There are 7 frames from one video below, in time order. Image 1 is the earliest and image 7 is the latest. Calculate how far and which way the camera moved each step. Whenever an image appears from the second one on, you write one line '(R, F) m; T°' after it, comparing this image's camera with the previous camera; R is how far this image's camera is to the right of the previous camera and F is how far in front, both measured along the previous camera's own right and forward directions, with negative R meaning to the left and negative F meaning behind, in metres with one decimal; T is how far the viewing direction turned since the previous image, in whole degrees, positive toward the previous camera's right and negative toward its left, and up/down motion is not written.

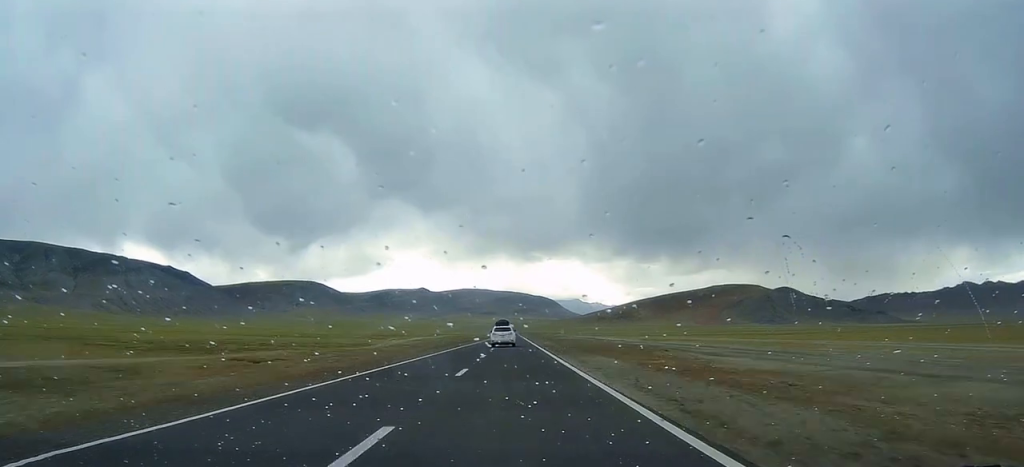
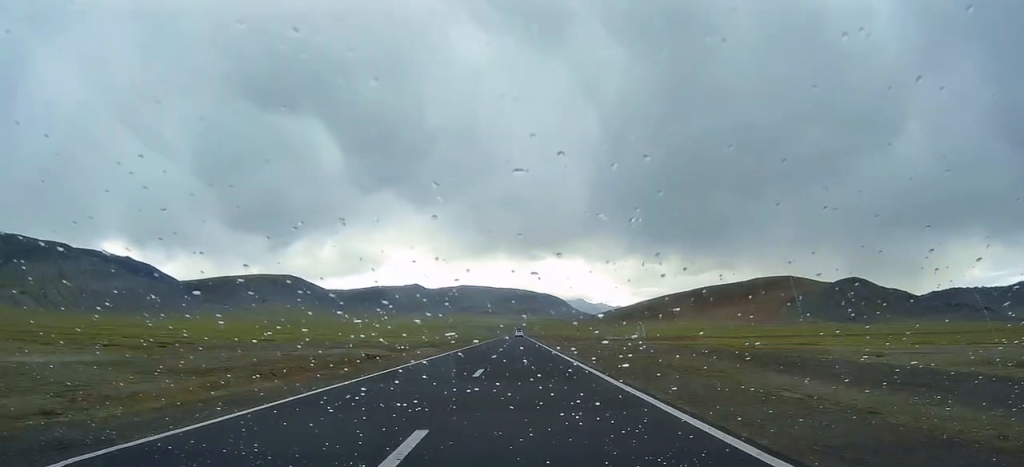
(+0.3, +434.3) m; 0°
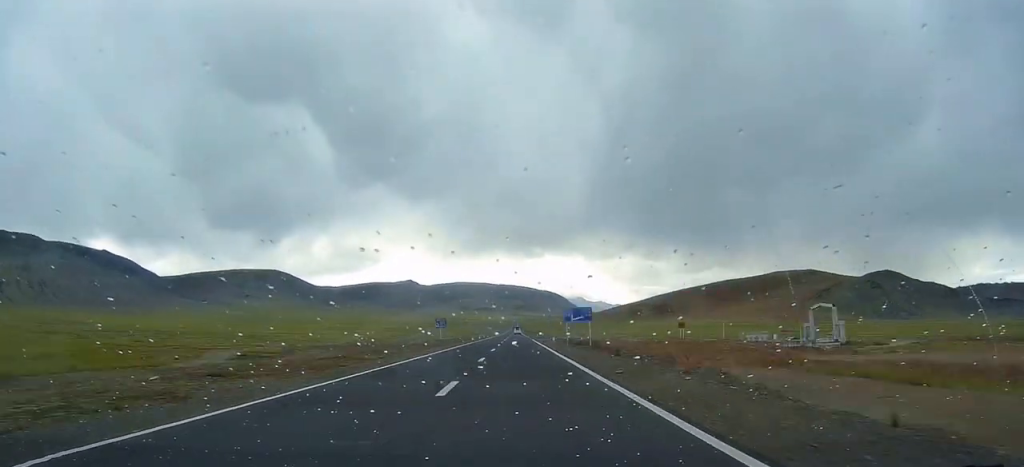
(+0.1, +163.4) m; 0°
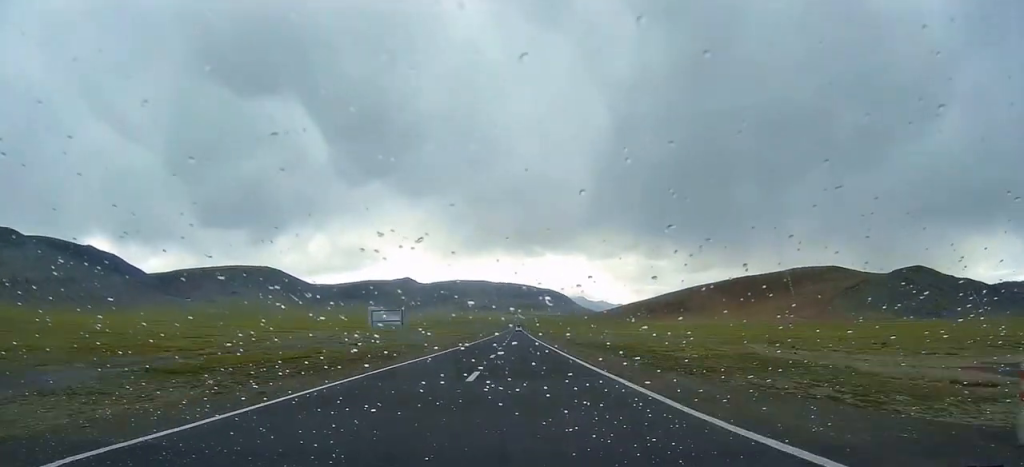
(0.0, +126.4) m; 0°
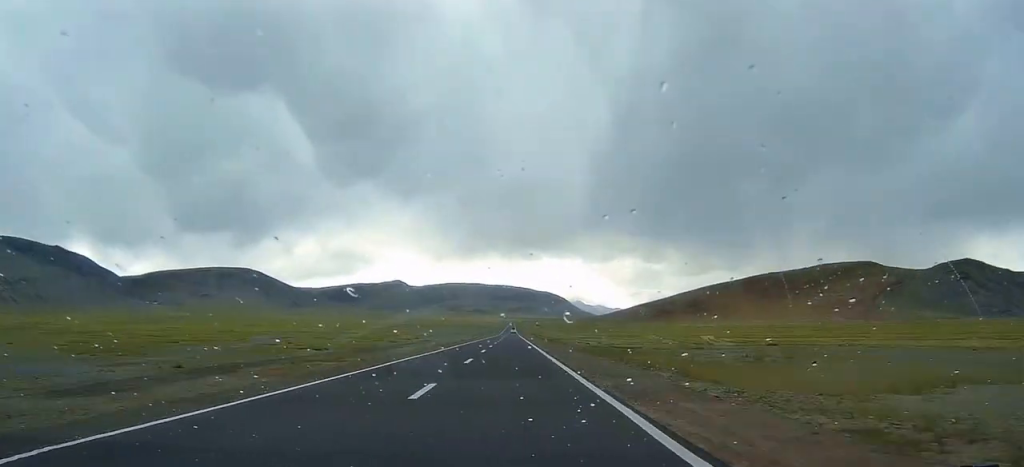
(0.0, +195.6) m; 0°
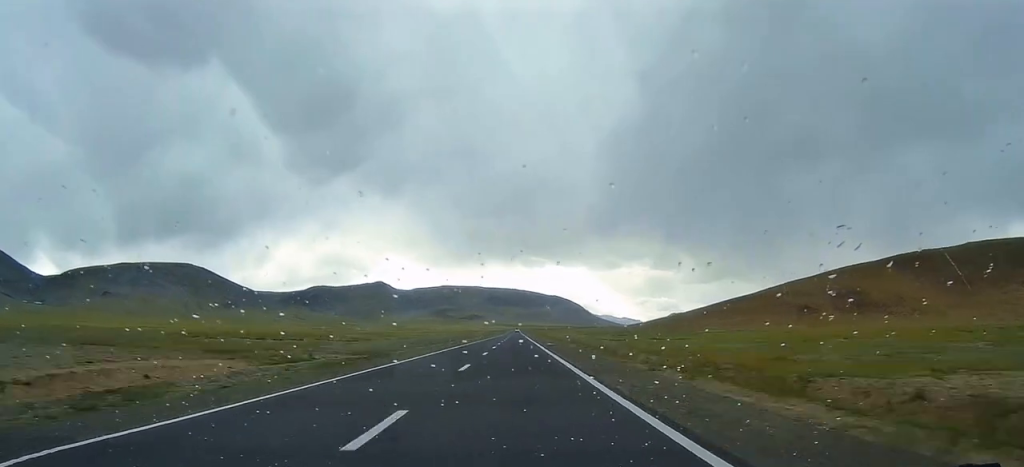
(-0.2, +561.9) m; 0°
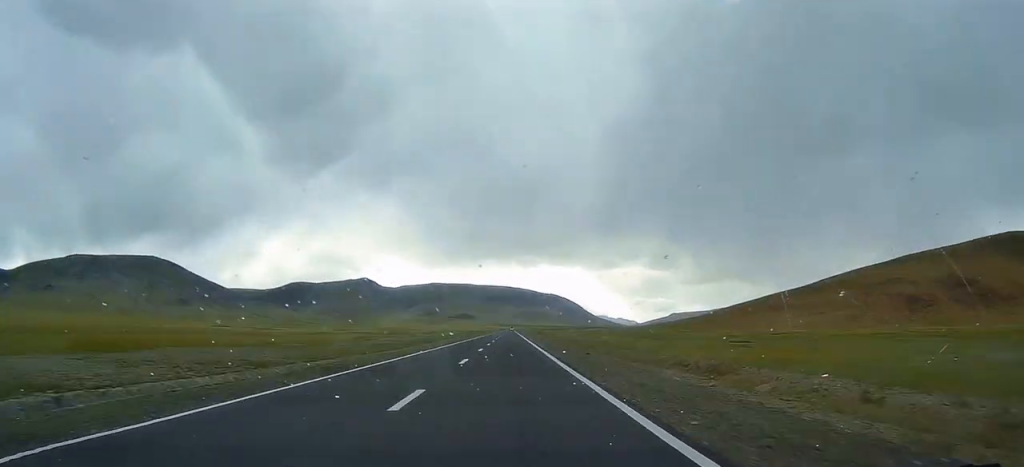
(-0.2, +203.5) m; +1°
